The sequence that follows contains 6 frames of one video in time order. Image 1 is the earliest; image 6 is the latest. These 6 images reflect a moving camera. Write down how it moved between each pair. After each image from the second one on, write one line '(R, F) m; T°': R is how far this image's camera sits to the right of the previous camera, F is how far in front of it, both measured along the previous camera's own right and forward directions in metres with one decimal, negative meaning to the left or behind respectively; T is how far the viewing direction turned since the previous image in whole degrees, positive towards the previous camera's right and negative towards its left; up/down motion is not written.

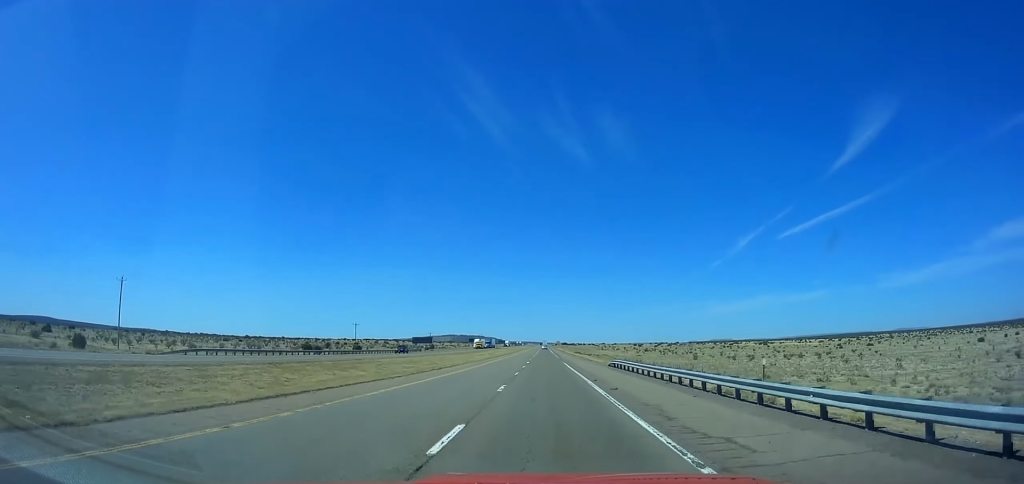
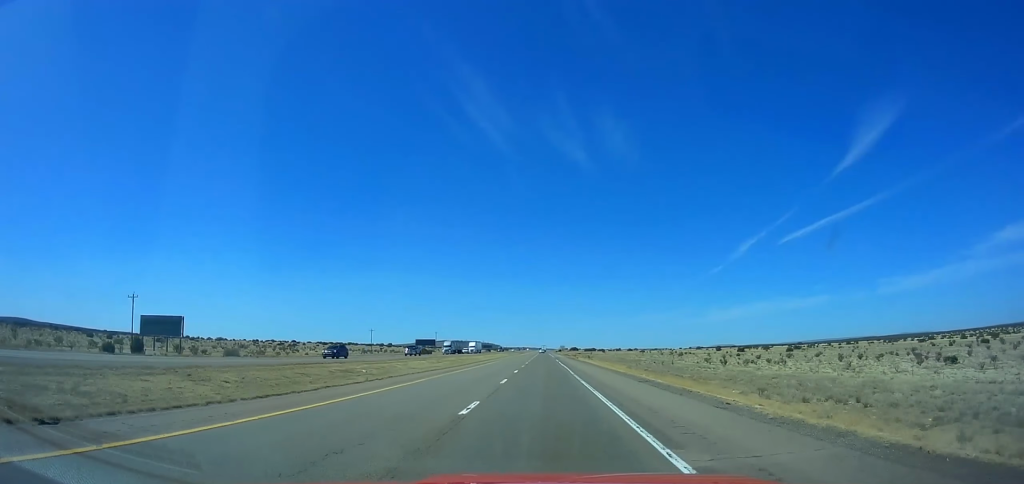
(-1.2, +226.6) m; 0°
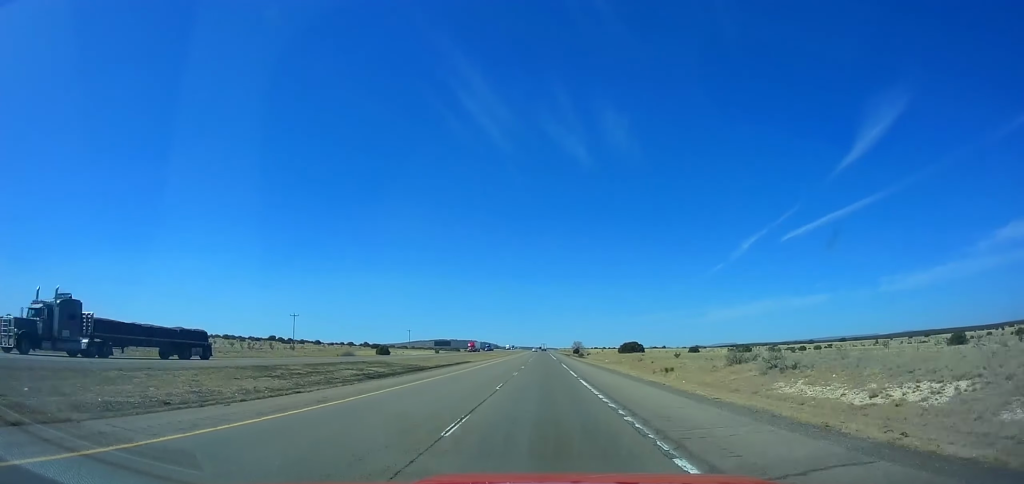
(+0.6, +307.6) m; 0°
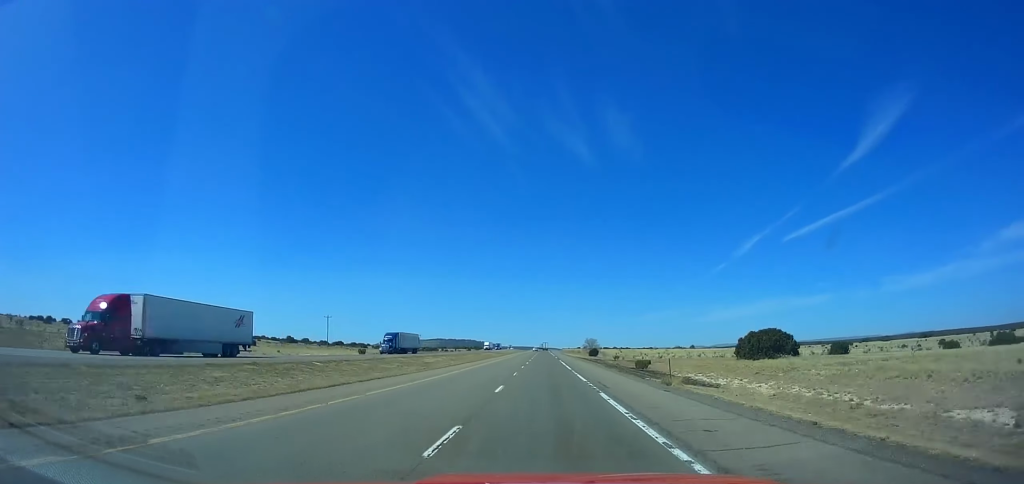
(-0.7, +99.4) m; 0°
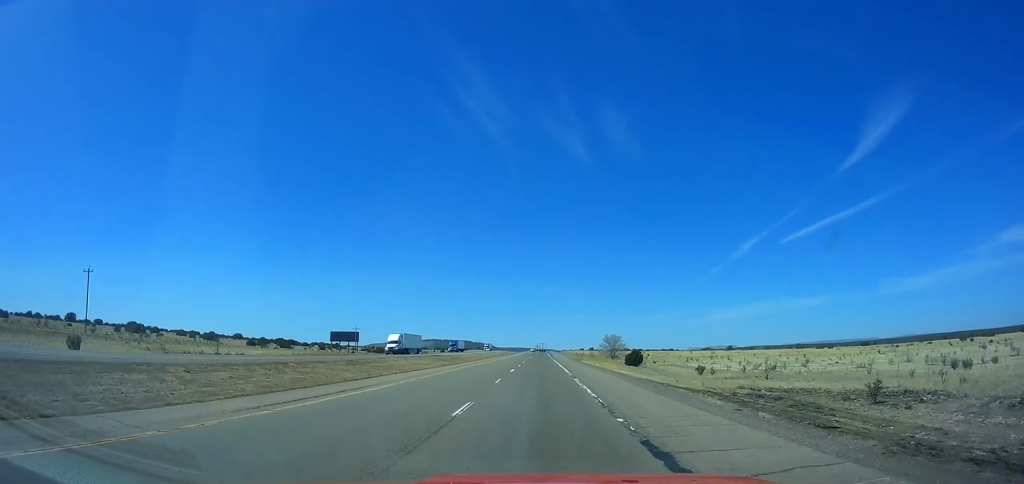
(-0.2, +92.7) m; 0°
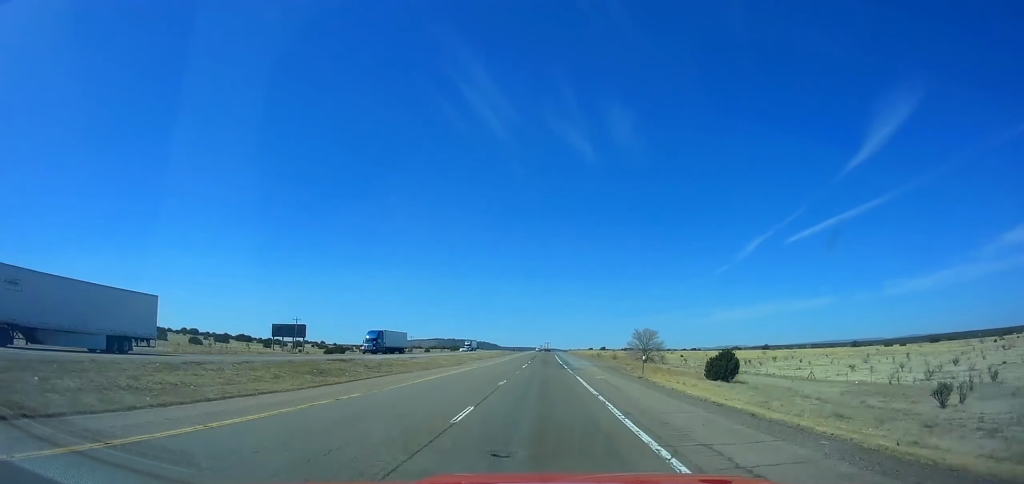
(+0.4, +49.7) m; 0°
